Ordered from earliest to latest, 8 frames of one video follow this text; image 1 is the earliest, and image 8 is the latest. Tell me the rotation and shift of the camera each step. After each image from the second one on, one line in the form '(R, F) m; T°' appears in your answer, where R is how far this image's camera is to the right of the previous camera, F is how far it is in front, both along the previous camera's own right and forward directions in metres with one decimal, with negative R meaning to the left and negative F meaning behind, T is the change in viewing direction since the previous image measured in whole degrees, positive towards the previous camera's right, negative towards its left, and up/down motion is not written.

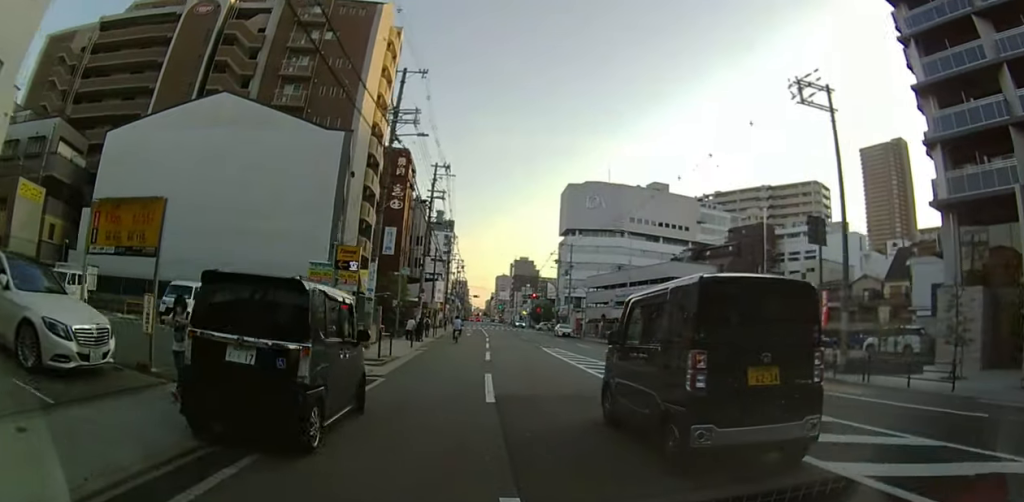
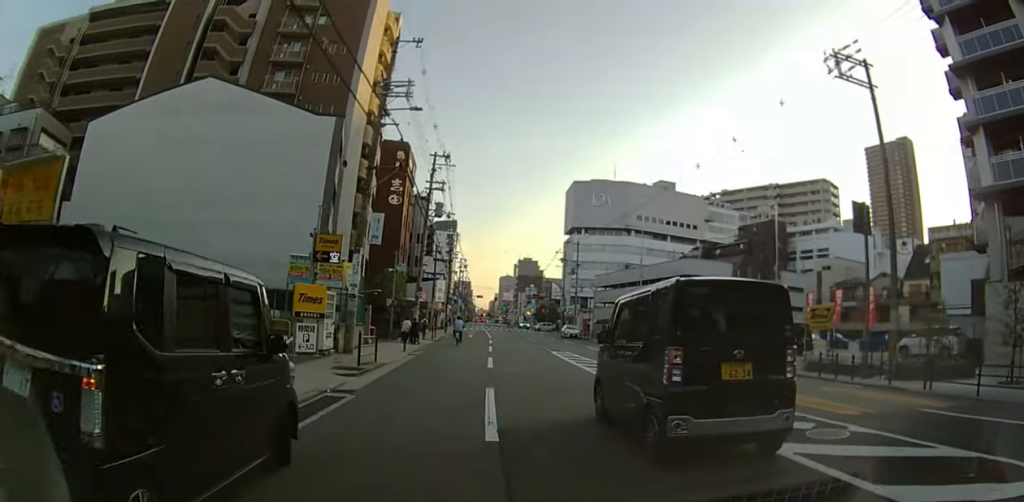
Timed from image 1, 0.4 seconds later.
(0.0, +2.7) m; 0°
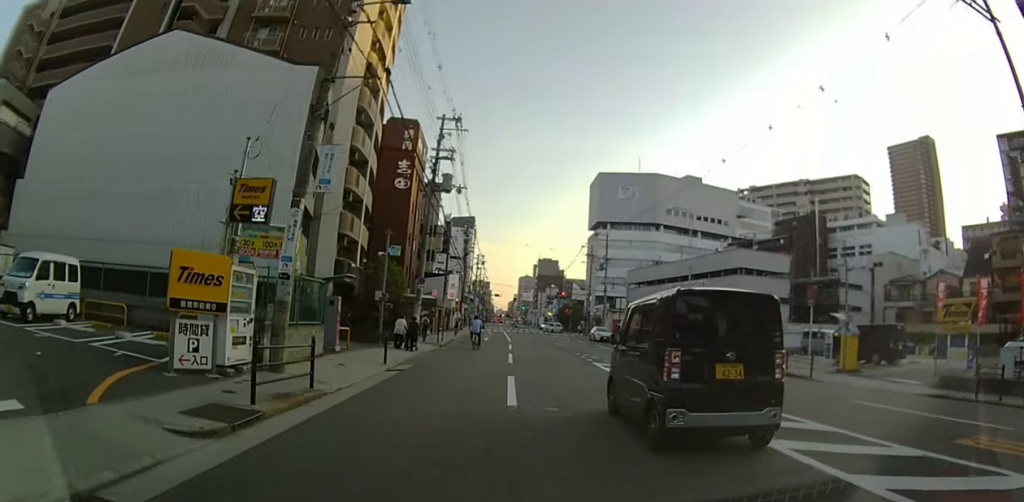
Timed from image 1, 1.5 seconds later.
(0.0, +7.8) m; 0°
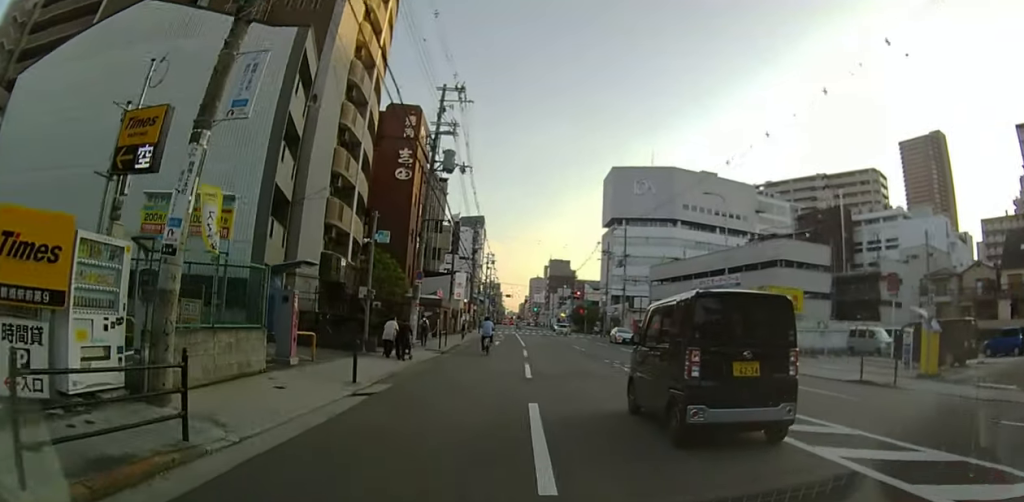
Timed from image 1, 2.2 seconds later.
(0.0, +4.9) m; -2°
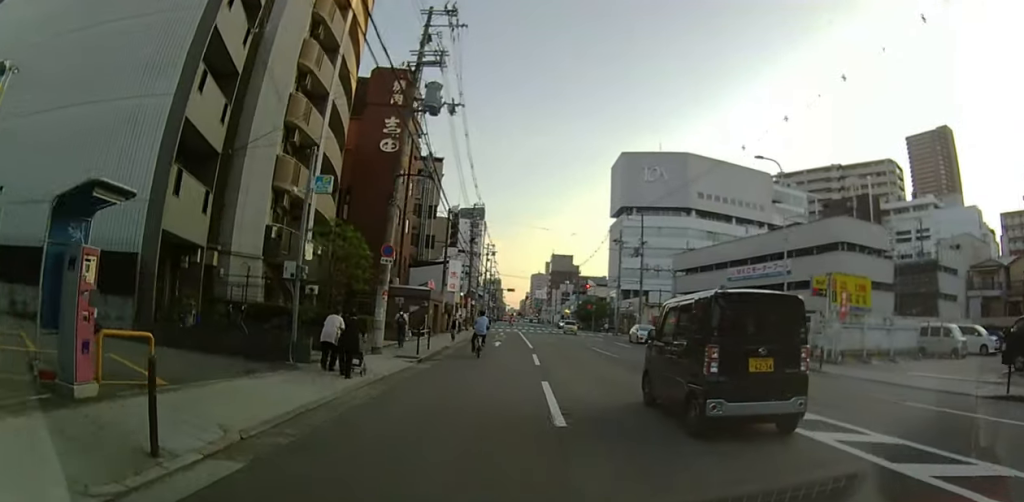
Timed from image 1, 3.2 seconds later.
(-0.3, +7.7) m; -4°
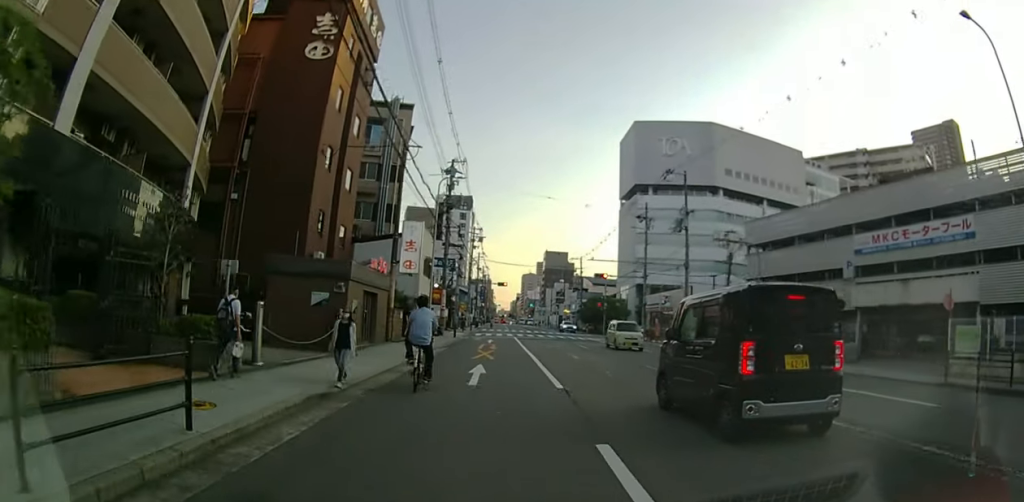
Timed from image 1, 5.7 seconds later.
(0.0, +16.4) m; +2°
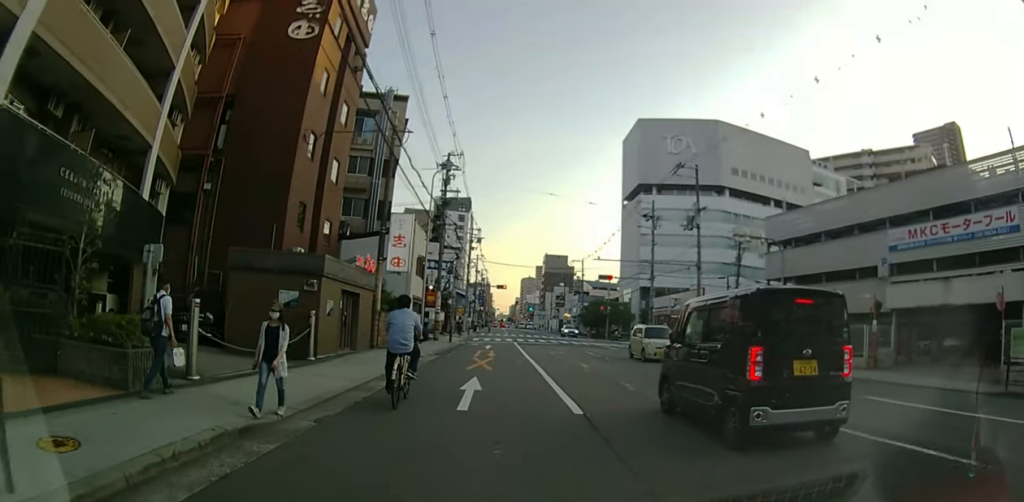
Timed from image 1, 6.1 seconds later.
(0.0, +2.7) m; 0°
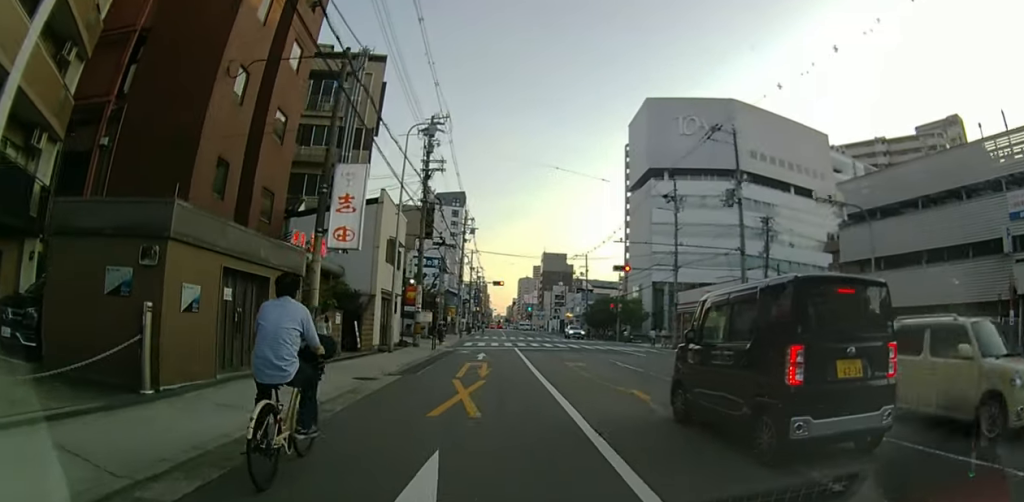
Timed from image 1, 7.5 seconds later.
(0.0, +7.8) m; 0°
